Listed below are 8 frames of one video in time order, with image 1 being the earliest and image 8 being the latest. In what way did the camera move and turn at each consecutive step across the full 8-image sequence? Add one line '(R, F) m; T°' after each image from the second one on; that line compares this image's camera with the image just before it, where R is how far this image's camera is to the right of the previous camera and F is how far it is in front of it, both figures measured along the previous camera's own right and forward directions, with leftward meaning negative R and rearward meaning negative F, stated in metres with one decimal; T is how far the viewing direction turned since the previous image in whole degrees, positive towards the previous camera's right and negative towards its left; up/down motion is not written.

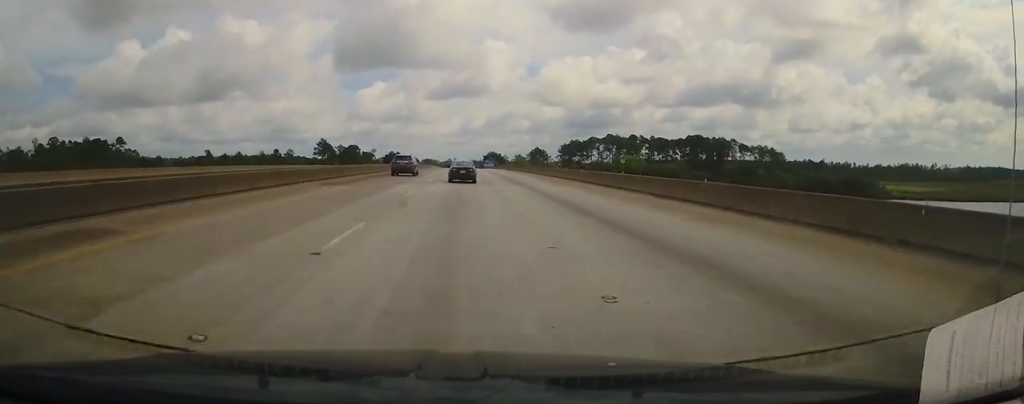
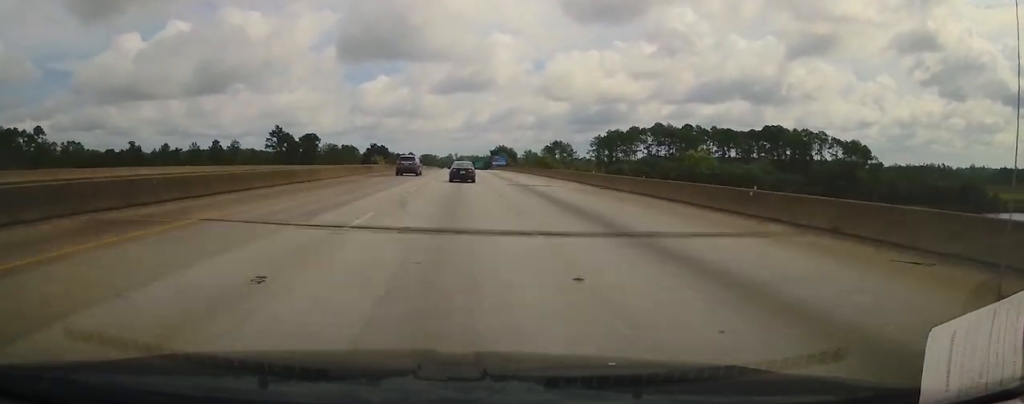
(-0.4, +77.8) m; 0°
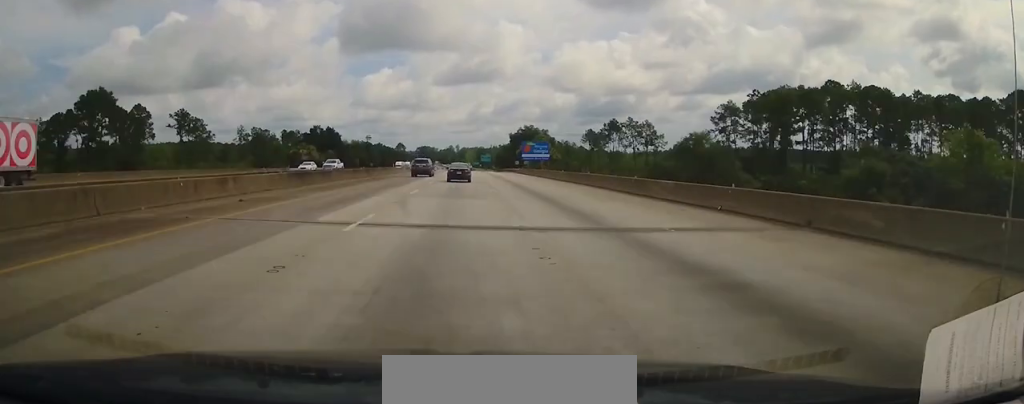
(-0.2, +121.3) m; +1°
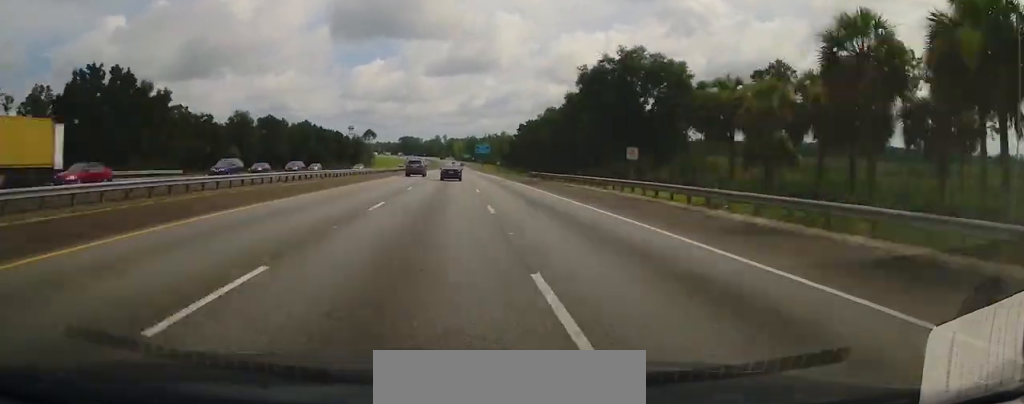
(+1.2, +113.6) m; +1°
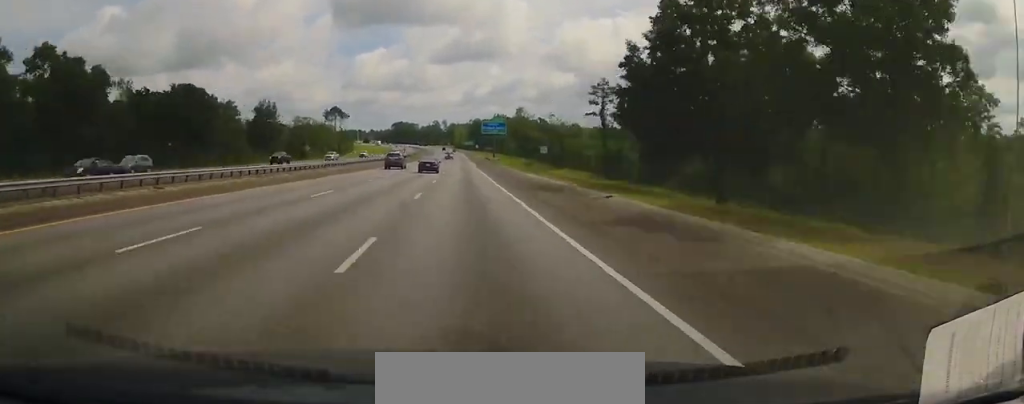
(+0.5, +105.1) m; 0°
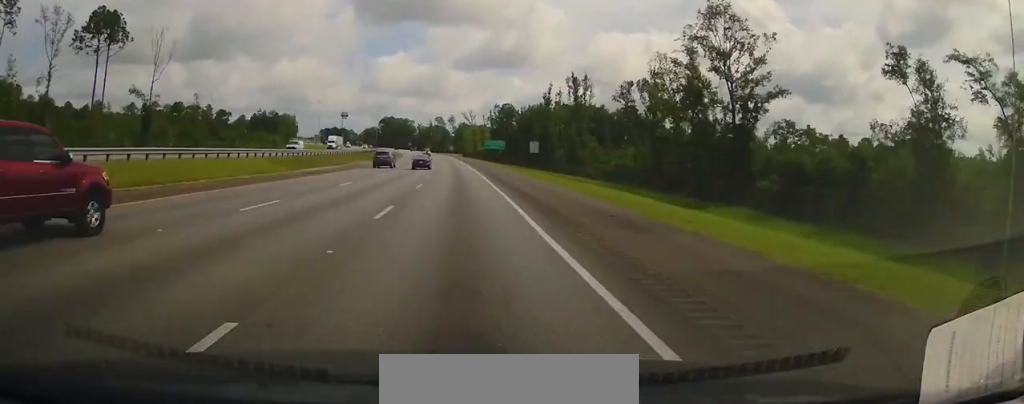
(-3.0, +196.6) m; -4°
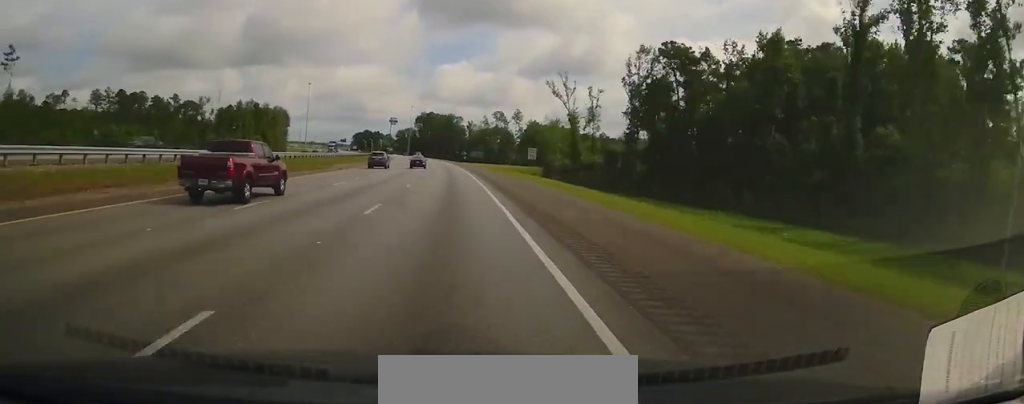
(-6.6, +142.2) m; -7°
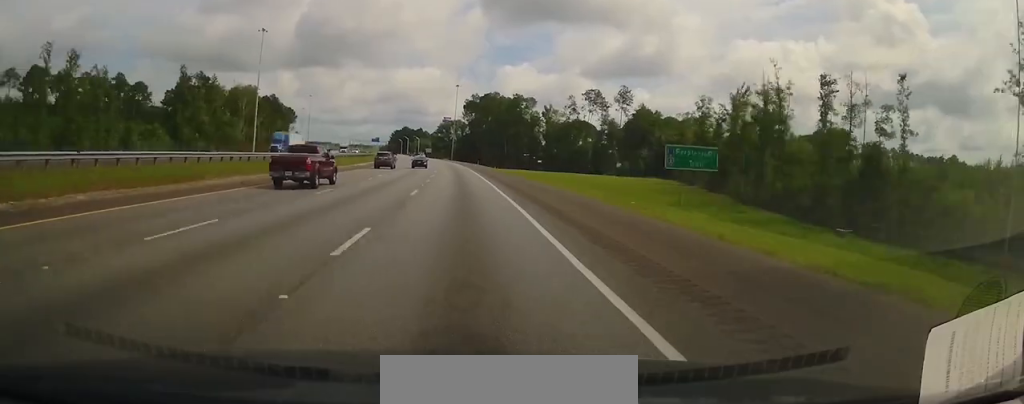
(-7.0, +109.8) m; -6°
